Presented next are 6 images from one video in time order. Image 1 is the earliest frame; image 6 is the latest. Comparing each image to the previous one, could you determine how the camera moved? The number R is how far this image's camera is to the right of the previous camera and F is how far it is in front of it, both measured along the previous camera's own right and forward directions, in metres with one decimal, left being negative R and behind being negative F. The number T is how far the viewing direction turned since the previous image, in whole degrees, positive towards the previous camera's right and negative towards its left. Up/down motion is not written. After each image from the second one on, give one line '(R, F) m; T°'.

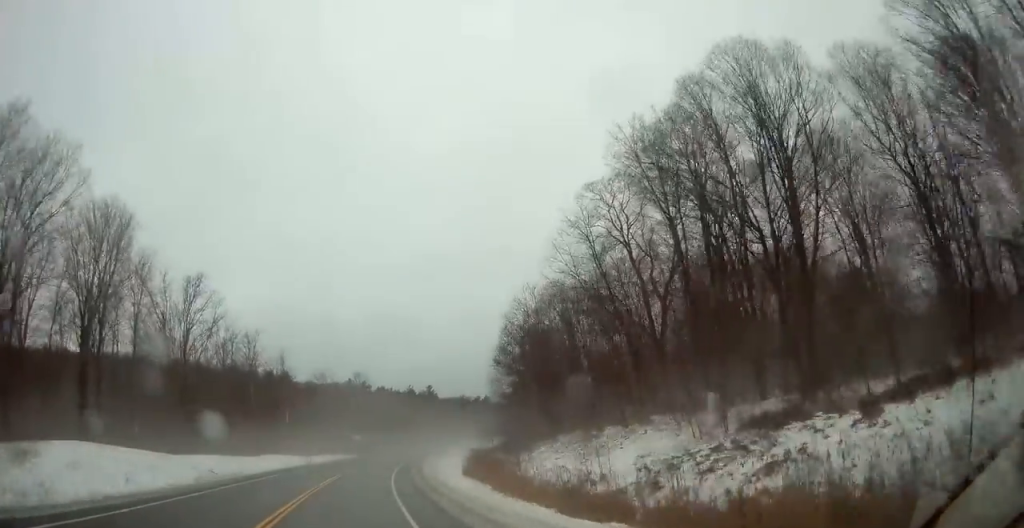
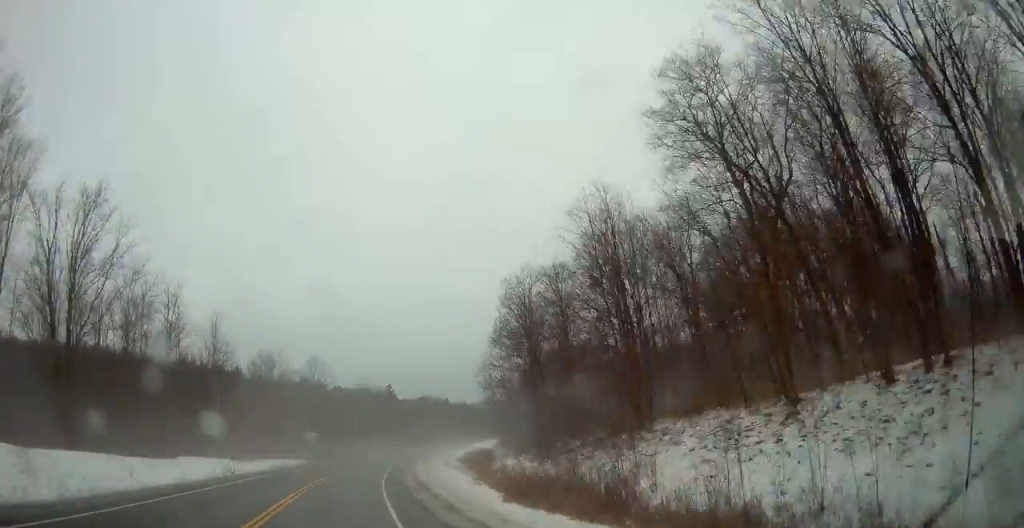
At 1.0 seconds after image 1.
(+1.1, +23.6) m; +4°
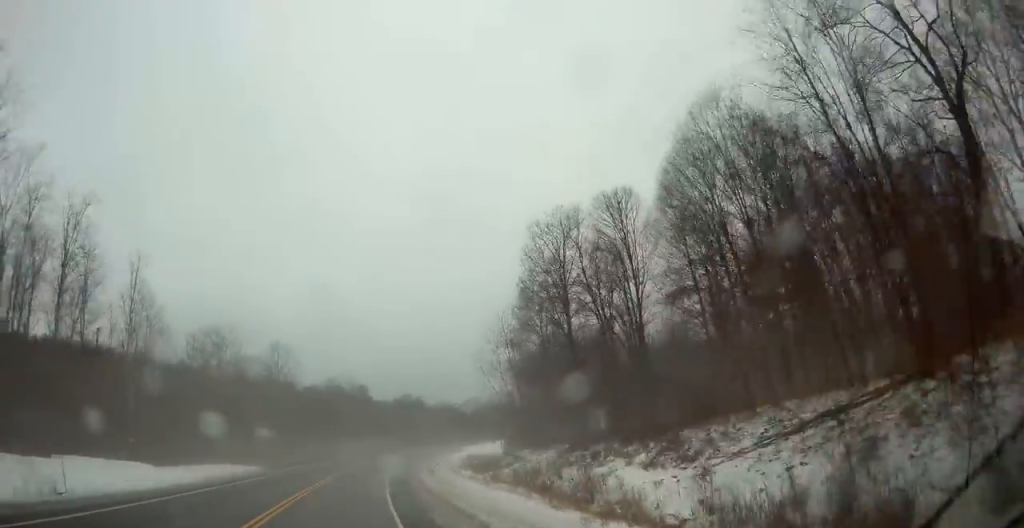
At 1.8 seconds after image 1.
(+0.3, +21.1) m; +3°
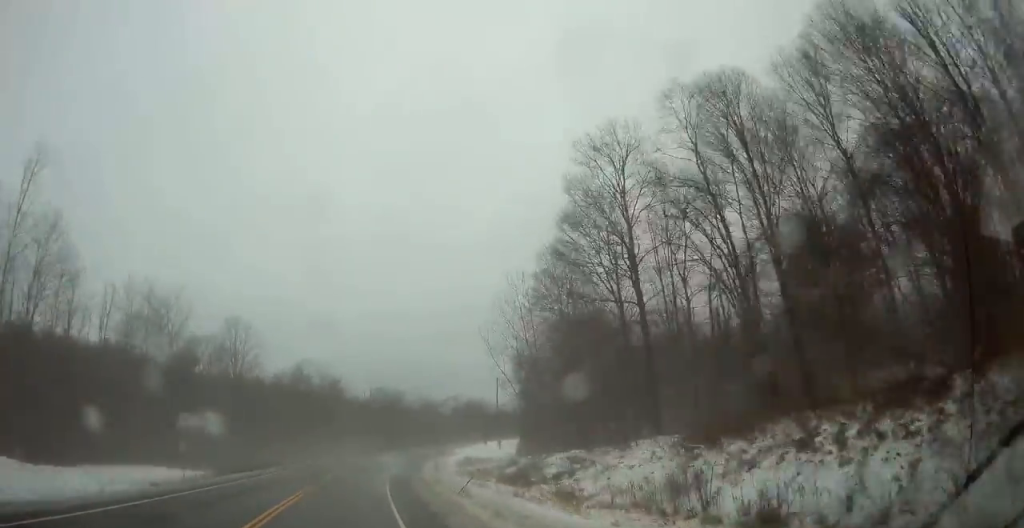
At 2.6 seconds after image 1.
(+0.5, +17.7) m; +3°
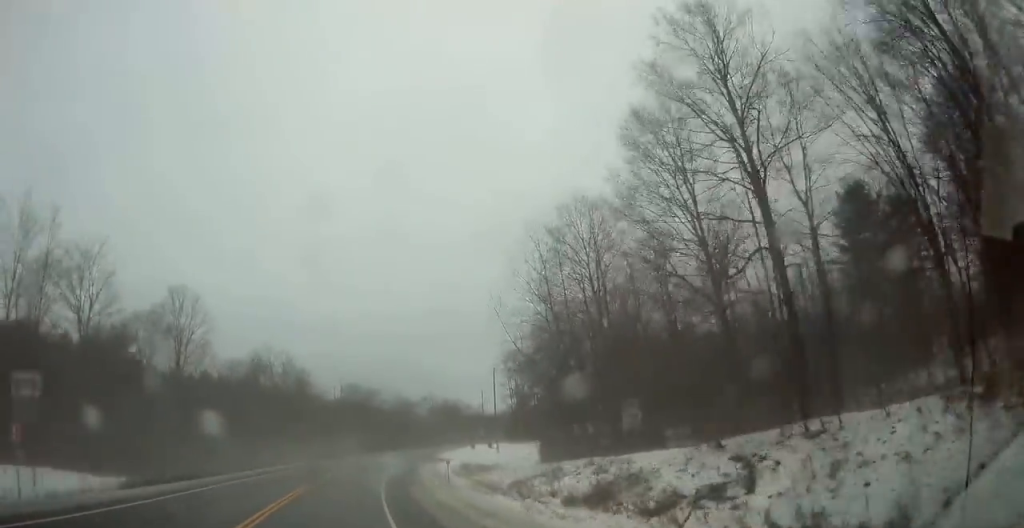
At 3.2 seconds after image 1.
(+0.5, +16.0) m; +3°
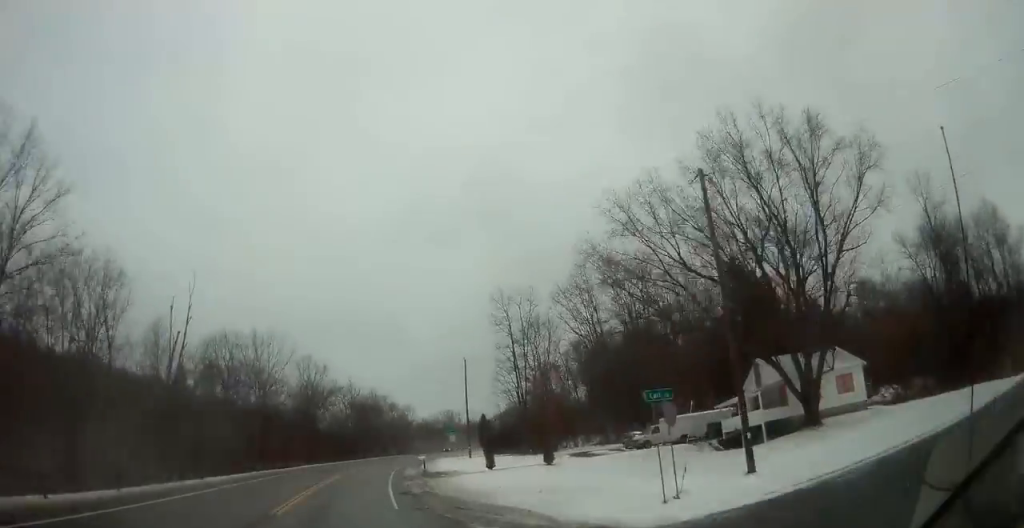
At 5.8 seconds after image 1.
(+5.8, +61.2) m; +11°
